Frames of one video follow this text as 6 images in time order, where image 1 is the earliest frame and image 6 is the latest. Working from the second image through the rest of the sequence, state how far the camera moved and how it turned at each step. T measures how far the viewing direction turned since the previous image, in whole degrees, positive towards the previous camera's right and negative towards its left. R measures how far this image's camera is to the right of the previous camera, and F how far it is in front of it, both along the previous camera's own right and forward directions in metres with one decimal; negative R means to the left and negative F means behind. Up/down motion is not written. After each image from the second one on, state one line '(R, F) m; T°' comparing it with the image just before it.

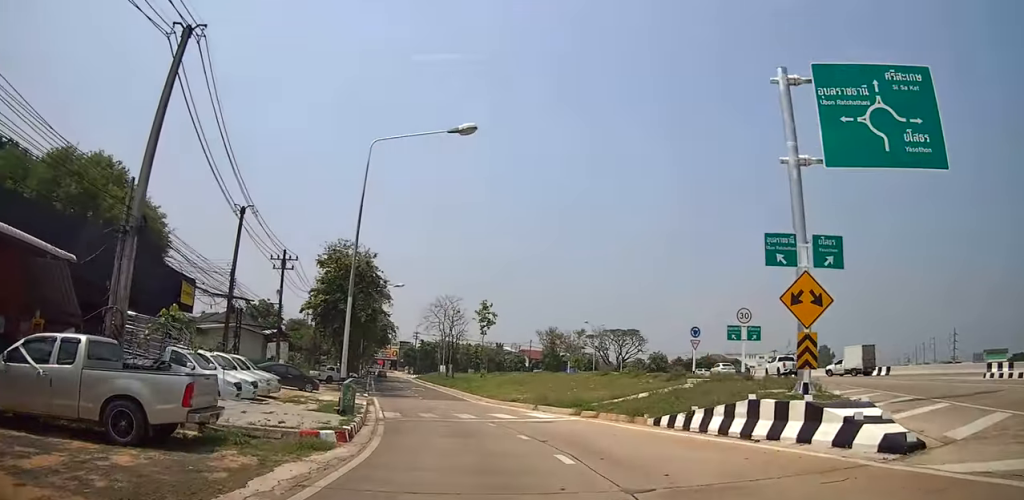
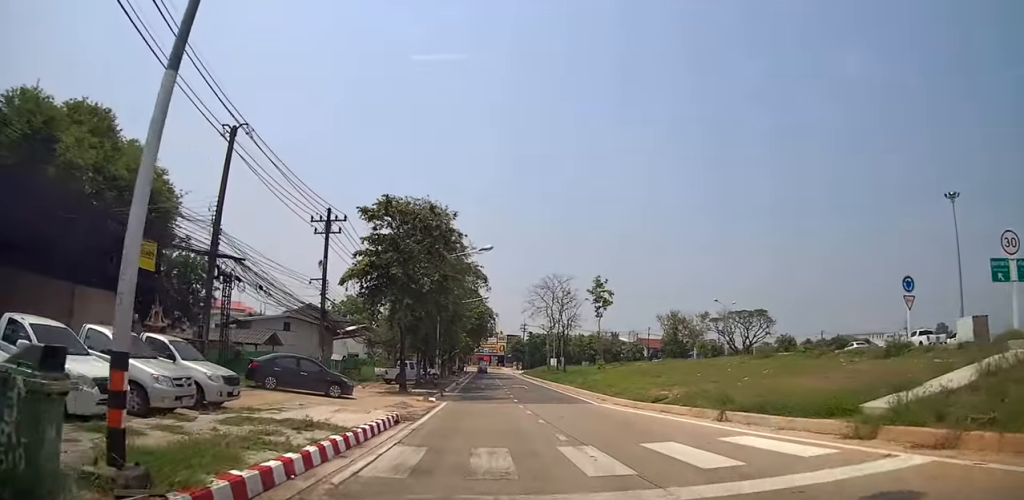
(-2.3, +13.5) m; -13°
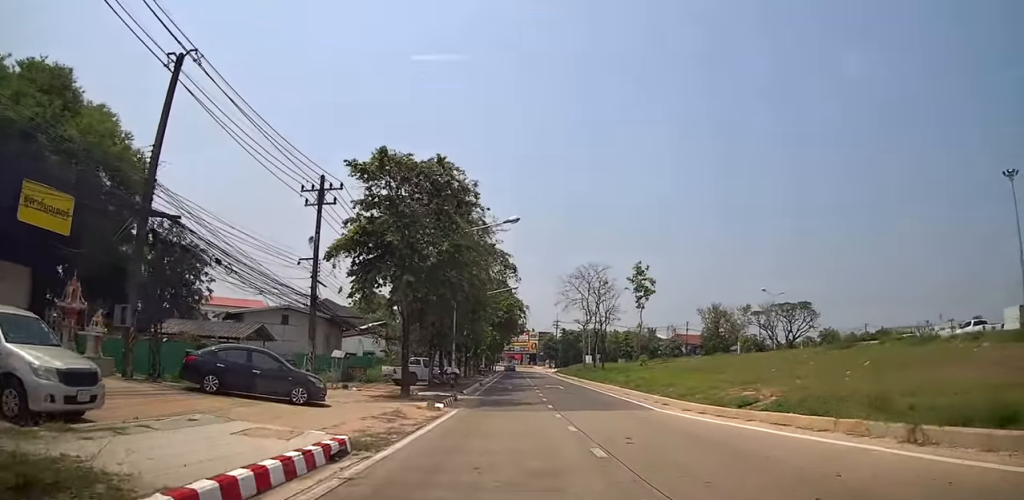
(-0.2, +6.3) m; -4°
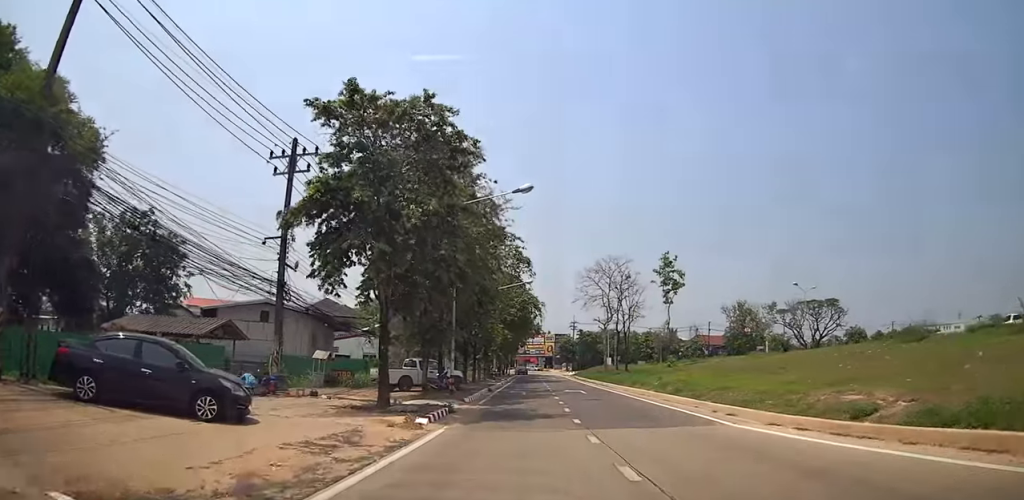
(-0.3, +5.3) m; -3°
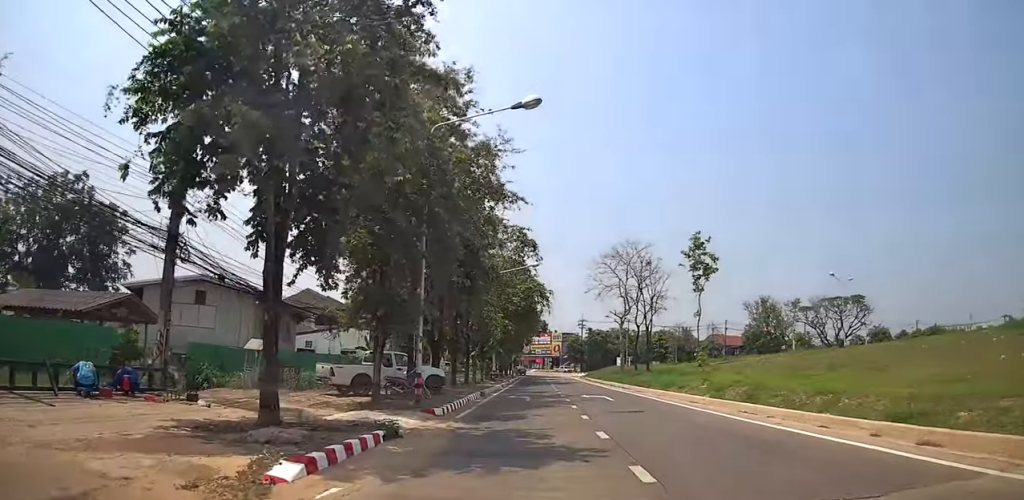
(-0.1, +7.4) m; 0°
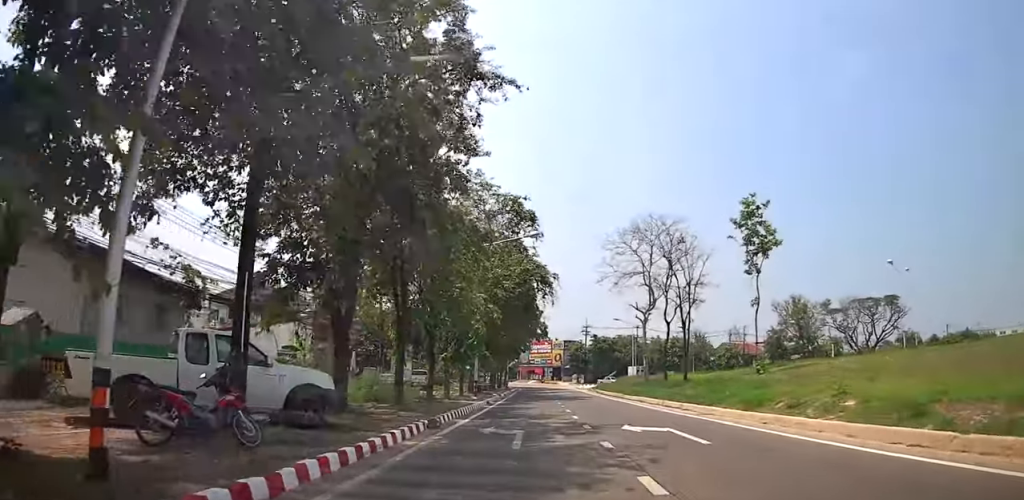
(+0.1, +11.1) m; +1°
